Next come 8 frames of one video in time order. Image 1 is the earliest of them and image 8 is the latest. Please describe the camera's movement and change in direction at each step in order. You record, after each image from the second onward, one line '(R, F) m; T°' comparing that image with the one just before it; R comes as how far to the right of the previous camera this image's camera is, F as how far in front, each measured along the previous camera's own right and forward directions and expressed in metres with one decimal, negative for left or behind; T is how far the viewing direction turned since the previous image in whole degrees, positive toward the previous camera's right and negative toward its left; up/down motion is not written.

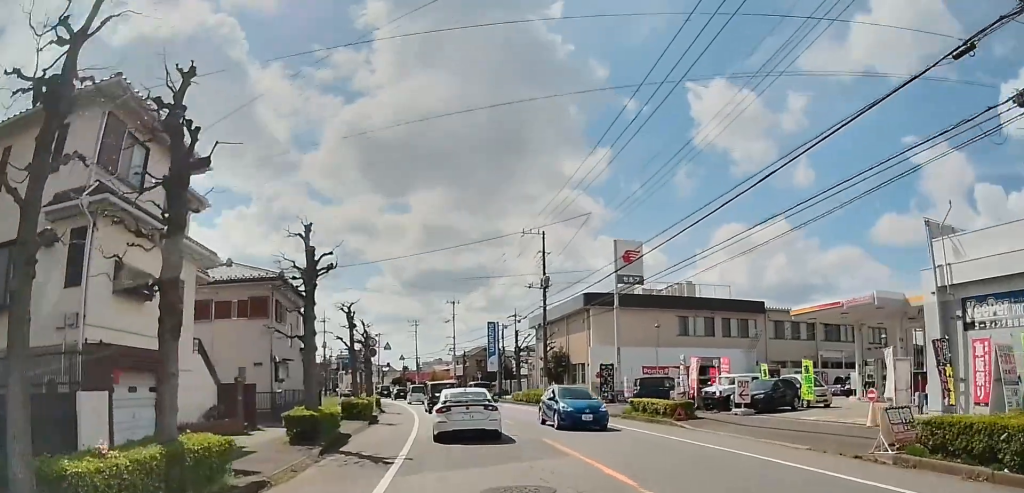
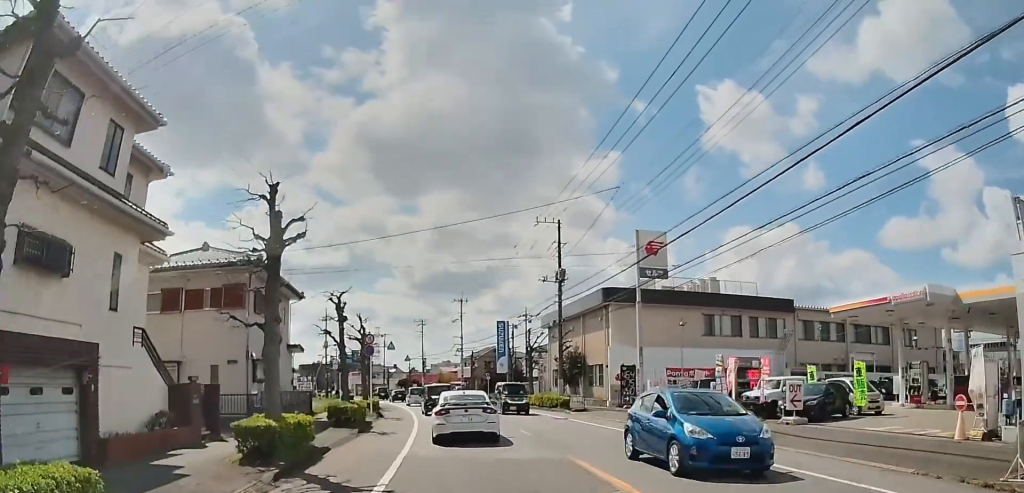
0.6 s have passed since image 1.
(0.0, +2.7) m; 0°
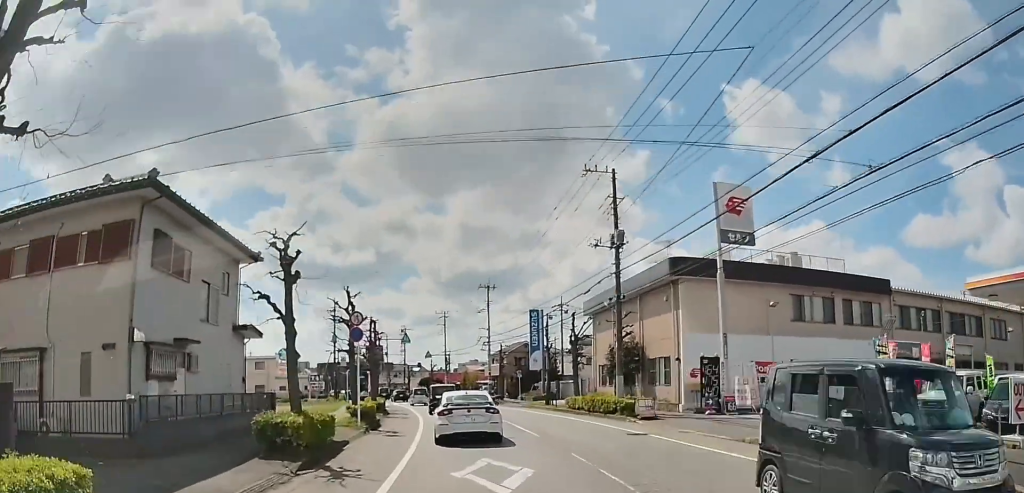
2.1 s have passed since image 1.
(0.0, +7.4) m; +1°
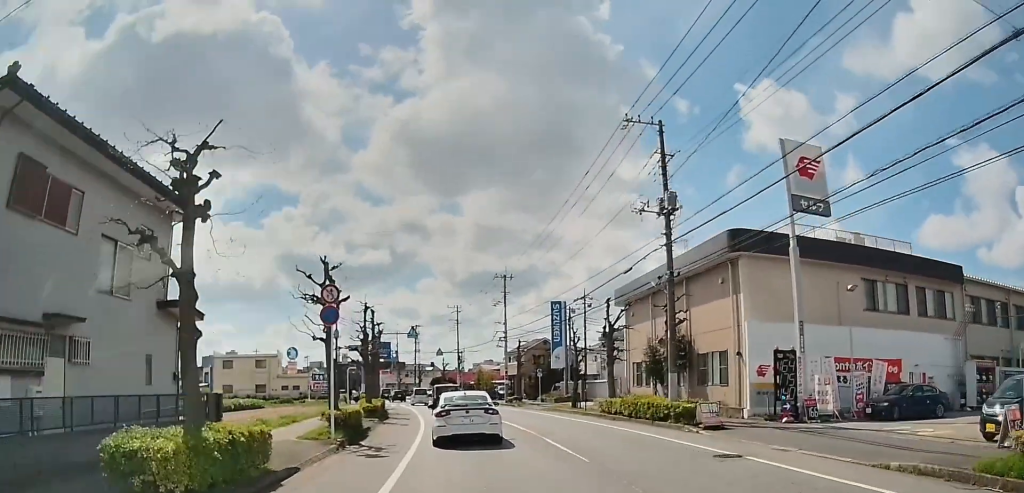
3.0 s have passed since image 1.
(+0.1, +4.7) m; +1°
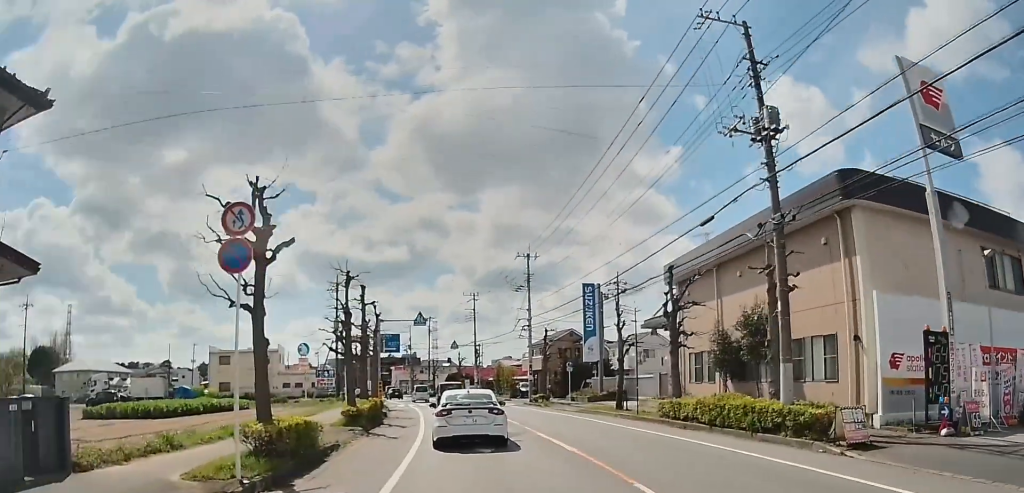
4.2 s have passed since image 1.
(0.0, +5.9) m; 0°
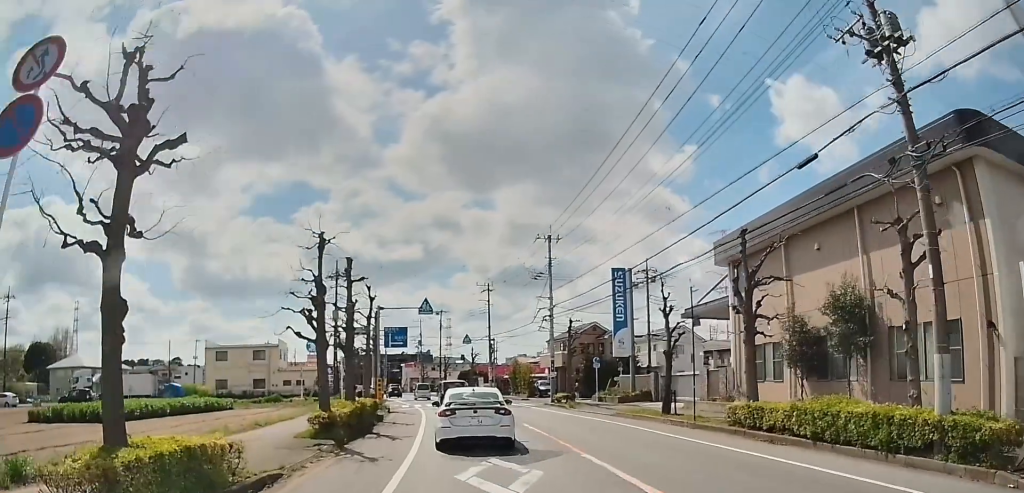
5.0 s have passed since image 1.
(0.0, +4.3) m; +1°
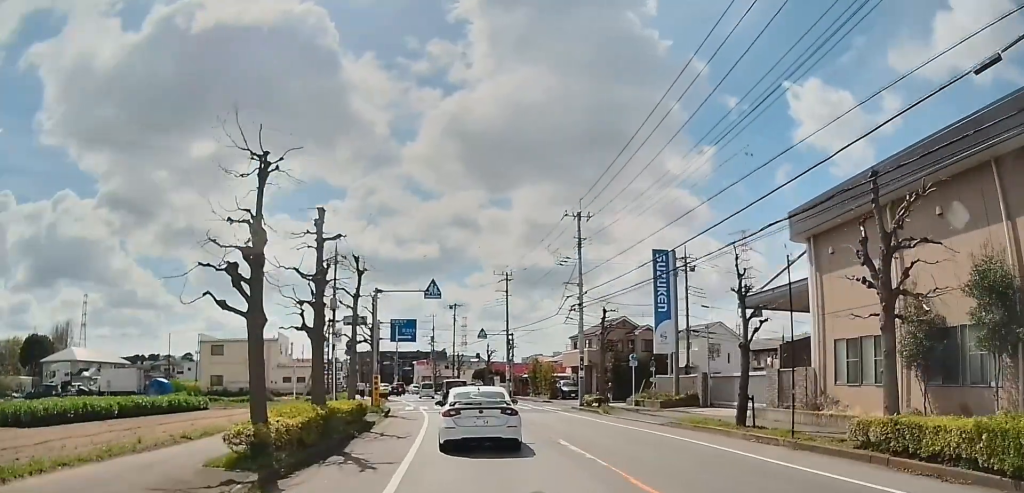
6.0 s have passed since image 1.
(+0.1, +5.0) m; +3°
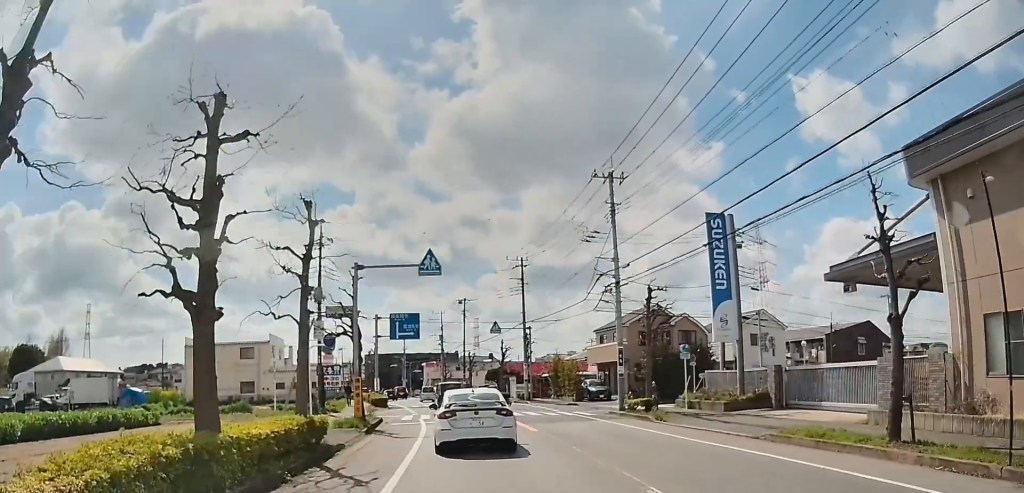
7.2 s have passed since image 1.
(+0.2, +6.4) m; +2°
